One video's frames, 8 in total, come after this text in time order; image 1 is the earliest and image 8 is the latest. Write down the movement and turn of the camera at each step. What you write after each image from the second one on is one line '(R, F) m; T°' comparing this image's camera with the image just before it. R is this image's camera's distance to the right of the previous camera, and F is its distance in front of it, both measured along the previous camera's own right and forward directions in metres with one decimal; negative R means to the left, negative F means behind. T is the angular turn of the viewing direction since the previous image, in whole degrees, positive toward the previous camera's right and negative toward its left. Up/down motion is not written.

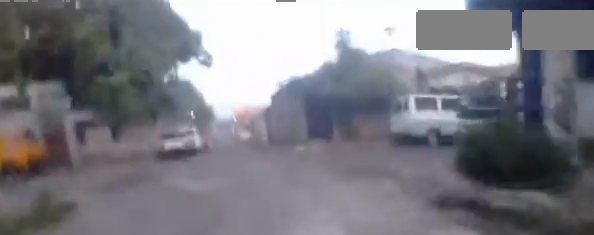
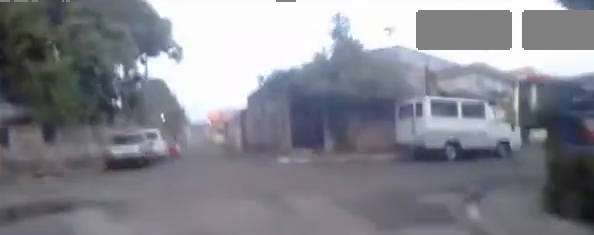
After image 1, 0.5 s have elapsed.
(-0.1, +3.0) m; -2°
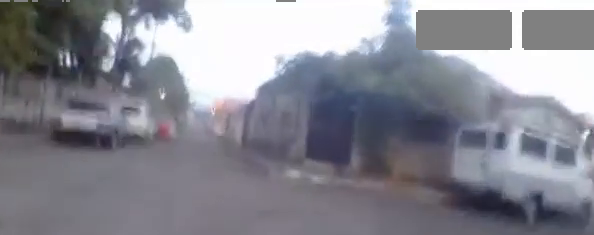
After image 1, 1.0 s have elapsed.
(-0.1, +3.3) m; 0°
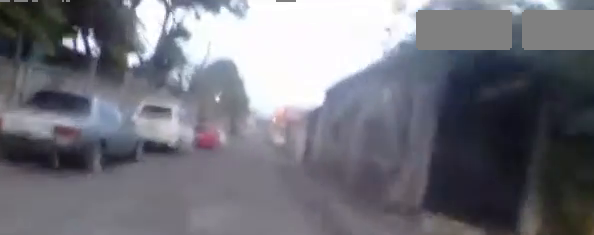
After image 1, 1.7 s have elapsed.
(-0.1, +4.6) m; +3°
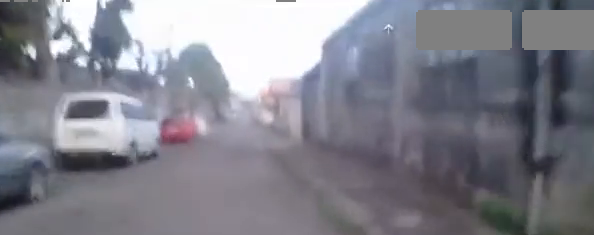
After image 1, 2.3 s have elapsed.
(+0.3, +3.5) m; 0°
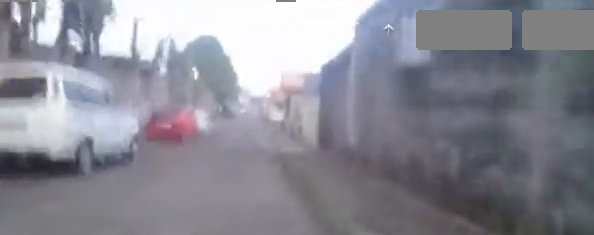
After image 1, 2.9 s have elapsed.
(+0.1, +3.0) m; 0°
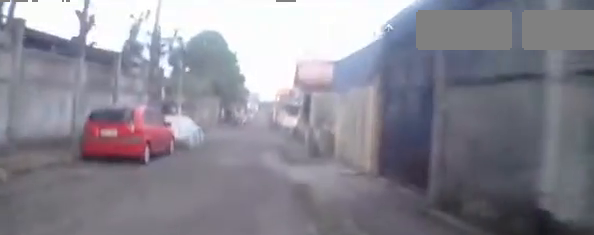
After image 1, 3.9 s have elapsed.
(-0.3, +5.9) m; 0°
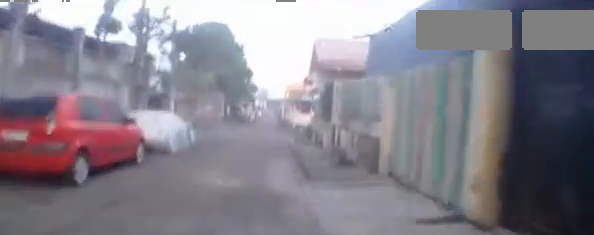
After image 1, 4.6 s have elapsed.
(+0.4, +3.7) m; -1°
